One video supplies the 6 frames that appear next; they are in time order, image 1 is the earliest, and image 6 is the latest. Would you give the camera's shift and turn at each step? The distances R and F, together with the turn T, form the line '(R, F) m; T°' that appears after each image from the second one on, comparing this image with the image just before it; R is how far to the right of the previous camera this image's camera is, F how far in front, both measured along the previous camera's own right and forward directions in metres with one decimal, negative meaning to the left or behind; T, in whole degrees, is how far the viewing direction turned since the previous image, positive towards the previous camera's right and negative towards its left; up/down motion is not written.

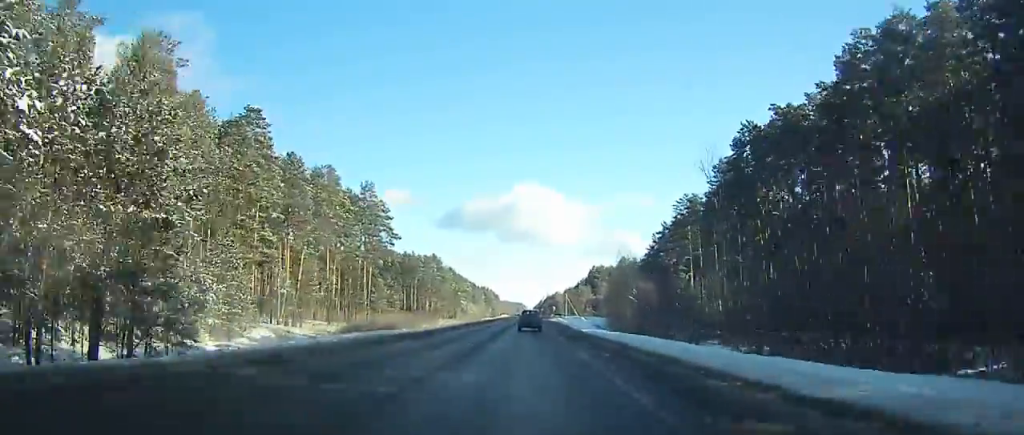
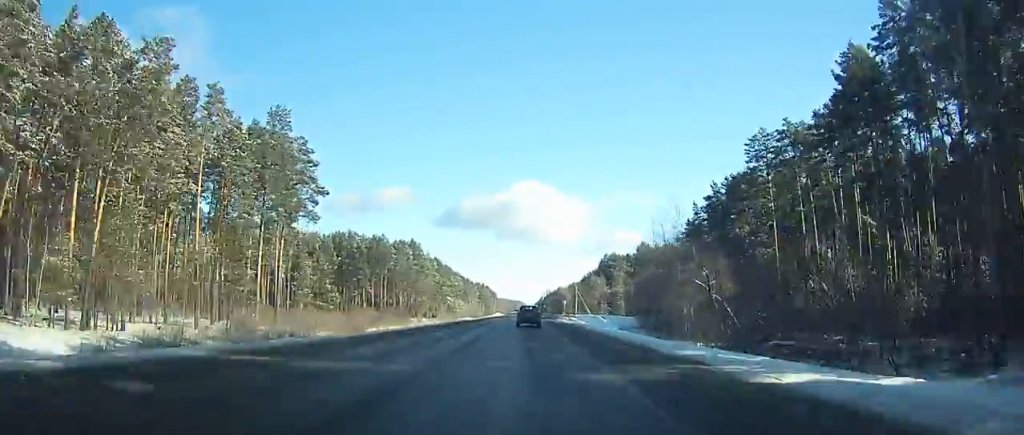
(0.0, +42.6) m; 0°
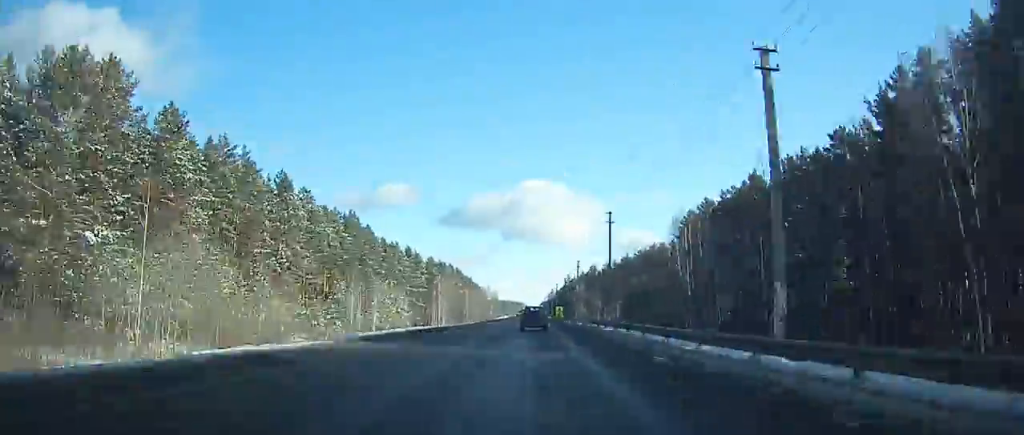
(-0.8, +200.2) m; 0°
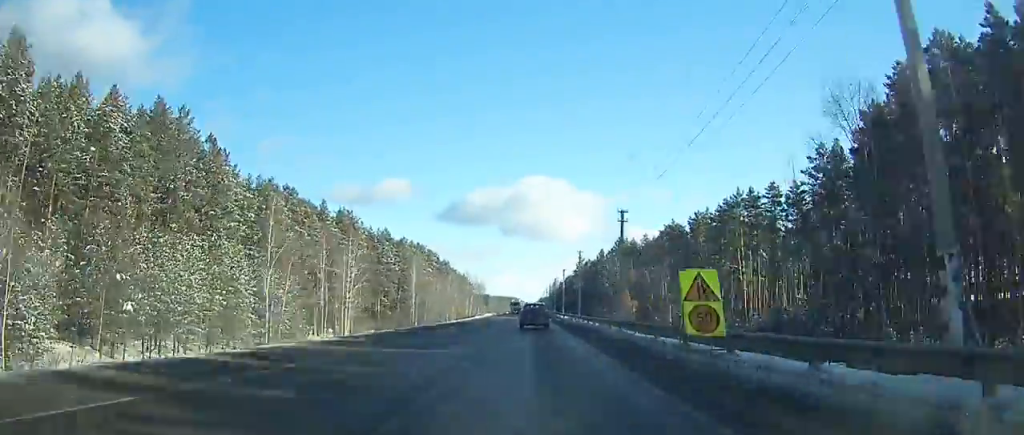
(+0.3, +67.3) m; 0°
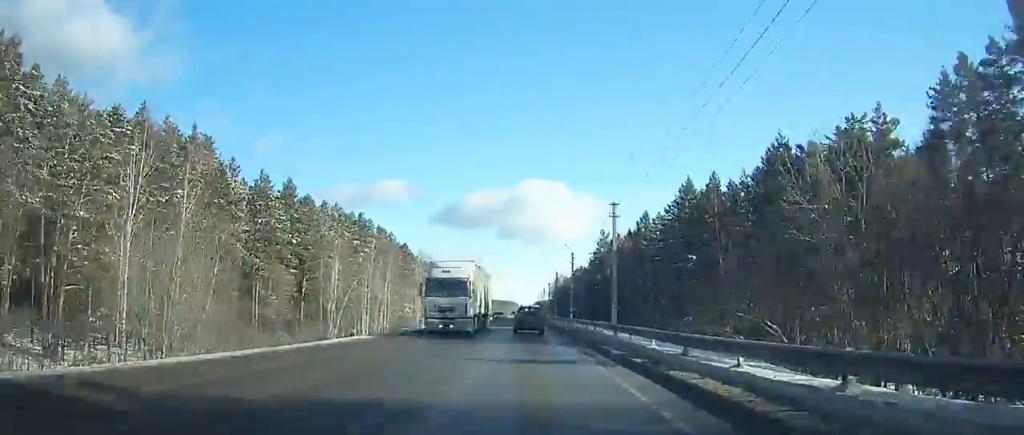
(0.0, +61.2) m; 0°
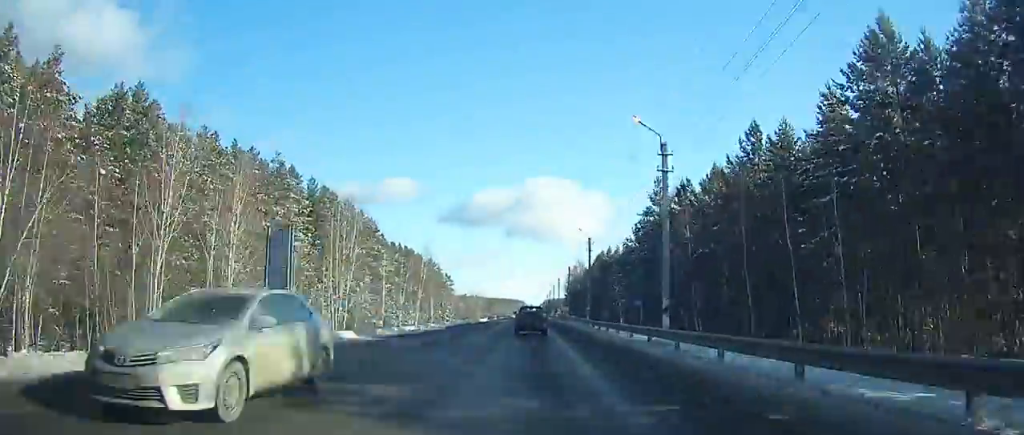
(-0.1, +41.5) m; 0°
